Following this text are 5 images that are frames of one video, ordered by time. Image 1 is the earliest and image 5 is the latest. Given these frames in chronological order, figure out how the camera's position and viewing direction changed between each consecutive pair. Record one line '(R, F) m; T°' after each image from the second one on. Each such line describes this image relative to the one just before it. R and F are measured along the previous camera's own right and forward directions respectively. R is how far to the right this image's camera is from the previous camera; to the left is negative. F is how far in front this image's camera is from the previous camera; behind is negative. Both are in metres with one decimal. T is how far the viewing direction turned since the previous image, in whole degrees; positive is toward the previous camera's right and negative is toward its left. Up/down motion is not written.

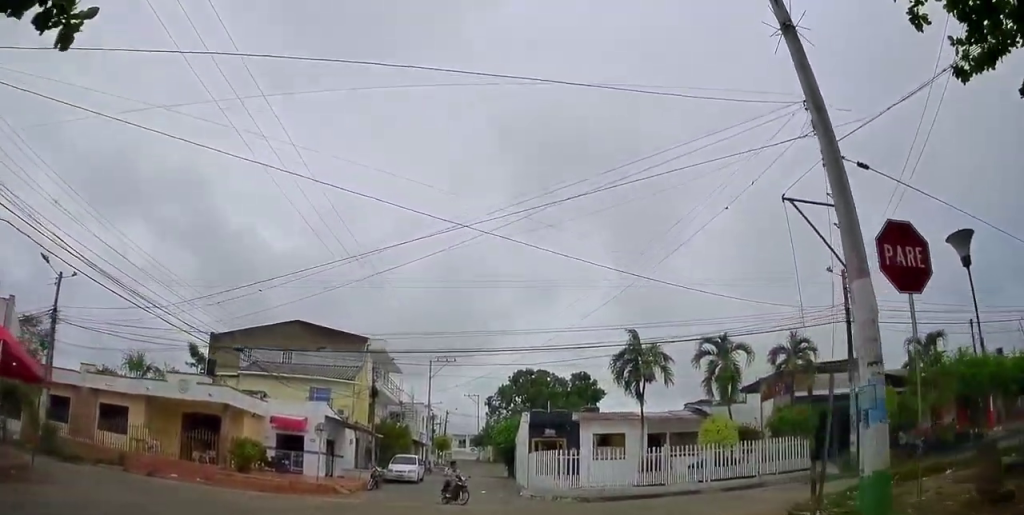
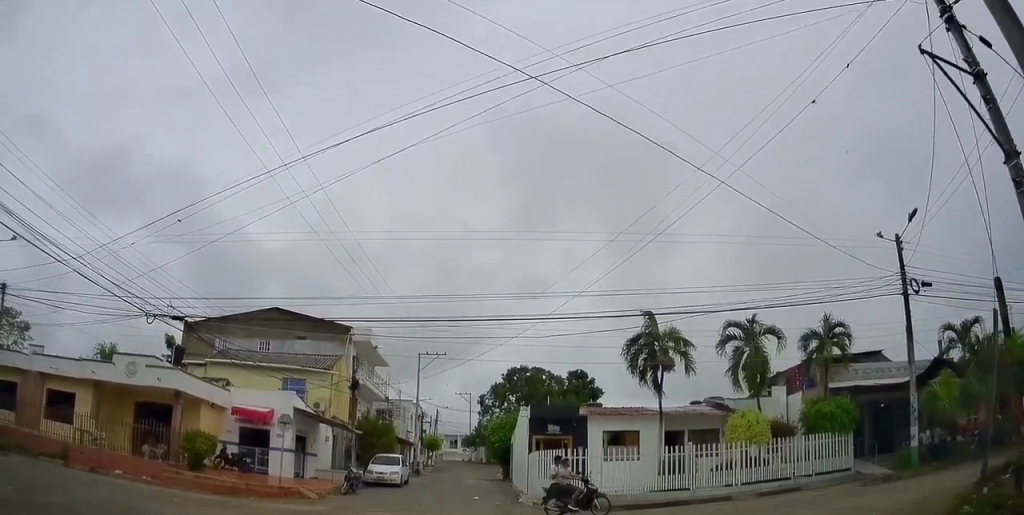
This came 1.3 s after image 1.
(-0.2, +5.9) m; -3°
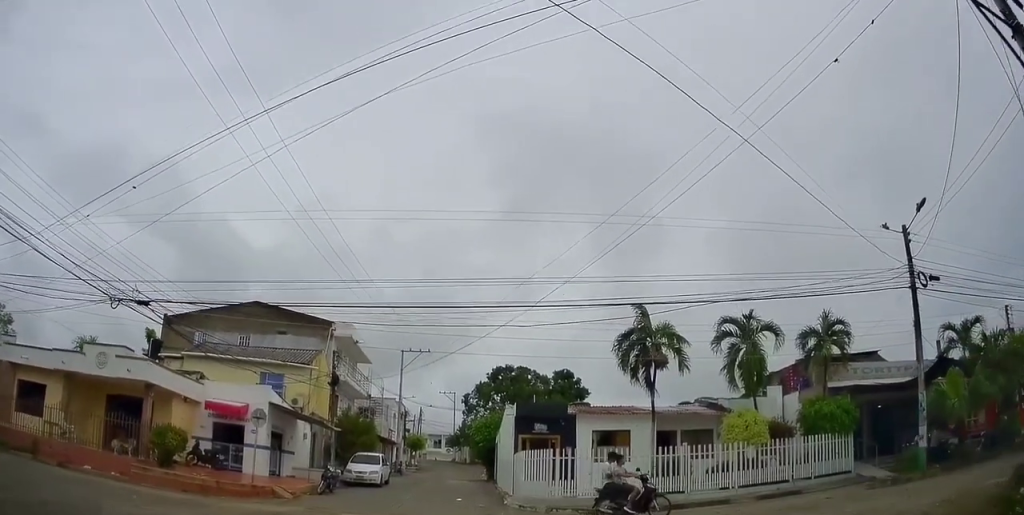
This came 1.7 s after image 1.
(+0.1, +1.5) m; -2°
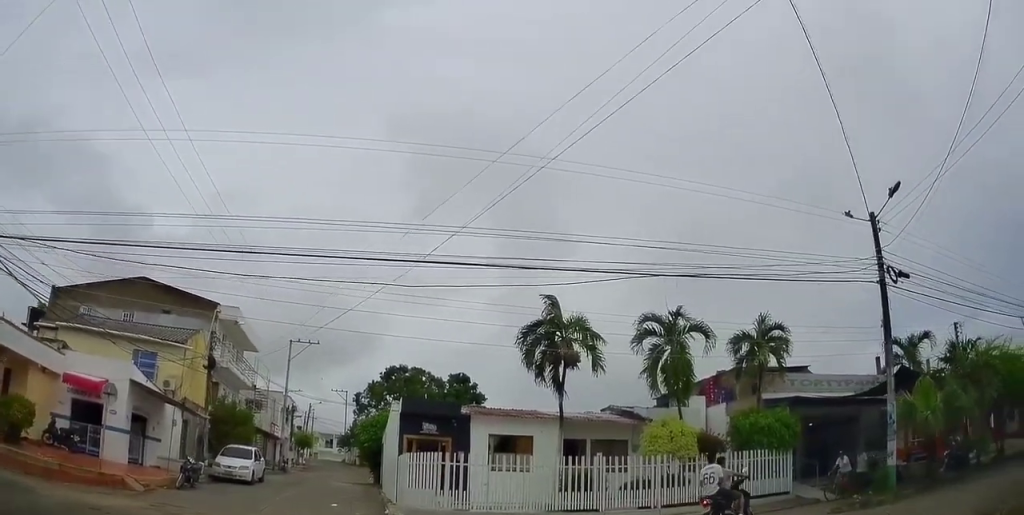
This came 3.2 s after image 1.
(-0.3, +3.8) m; +5°
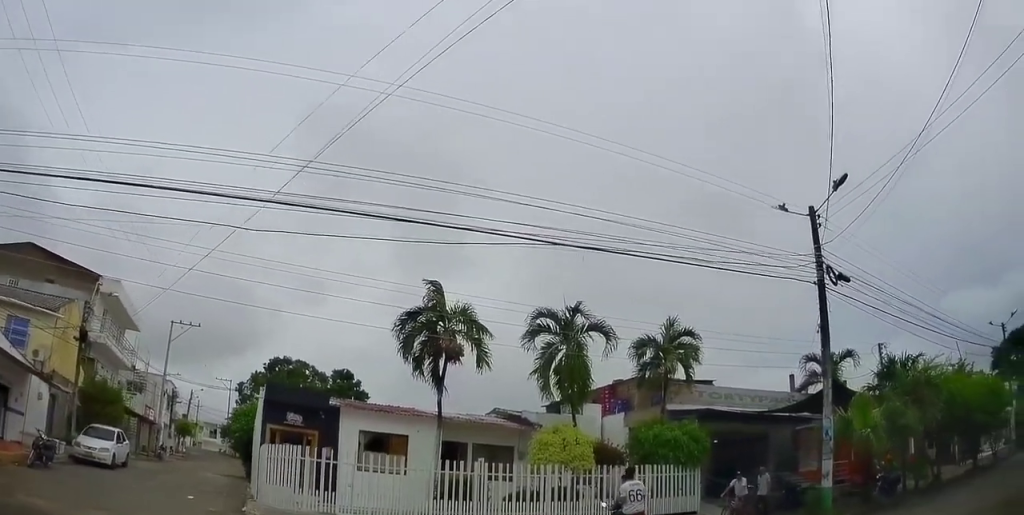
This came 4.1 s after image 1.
(+0.5, +1.8) m; +19°
